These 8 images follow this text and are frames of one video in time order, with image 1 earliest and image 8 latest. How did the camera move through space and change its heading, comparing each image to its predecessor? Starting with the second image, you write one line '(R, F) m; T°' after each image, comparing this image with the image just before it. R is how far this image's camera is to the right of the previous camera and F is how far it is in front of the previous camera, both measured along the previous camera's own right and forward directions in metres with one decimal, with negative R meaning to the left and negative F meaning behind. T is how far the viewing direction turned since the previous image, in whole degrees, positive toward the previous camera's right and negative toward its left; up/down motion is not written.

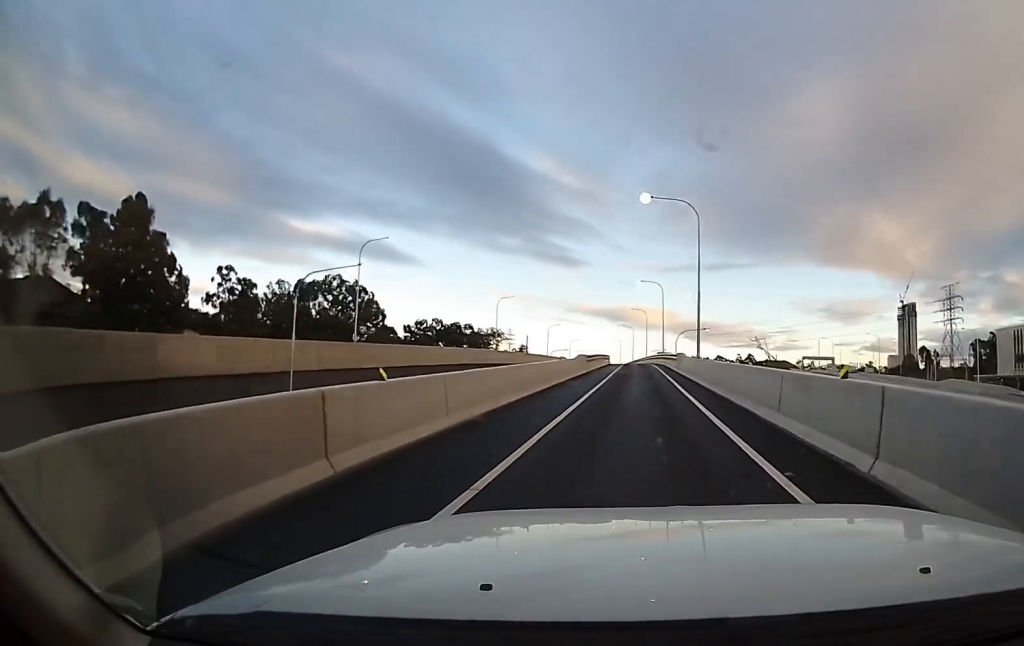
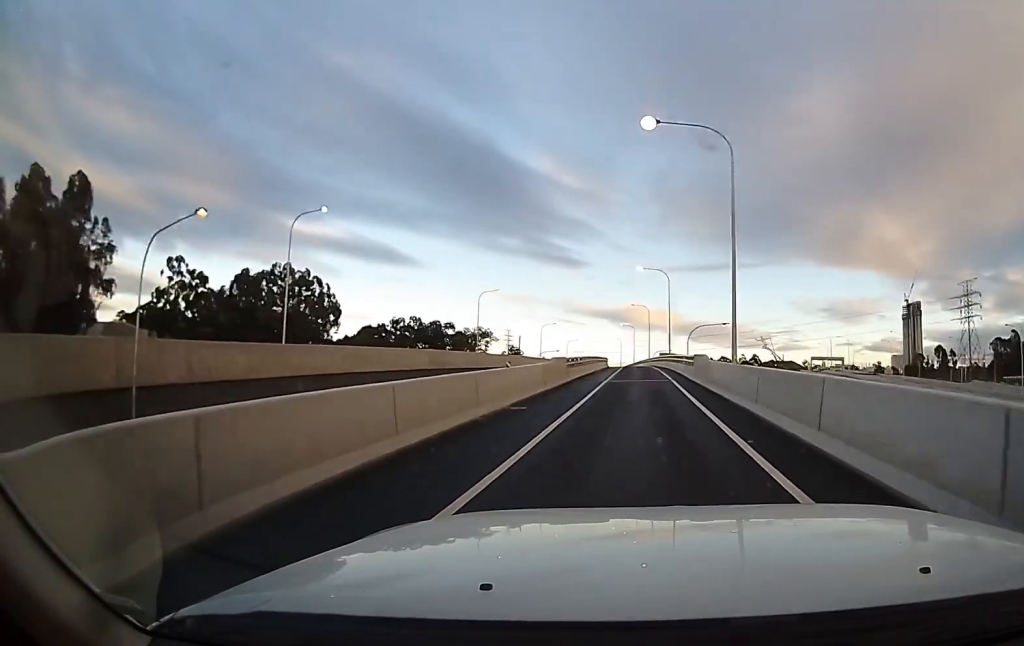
(0.0, +11.2) m; 0°
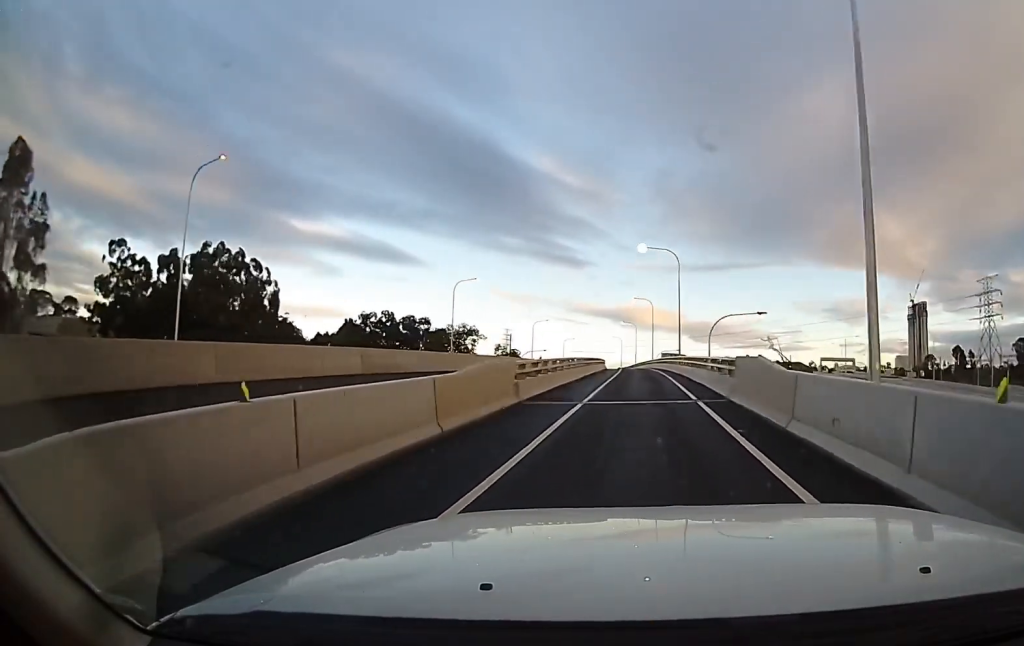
(+0.1, +11.7) m; -1°
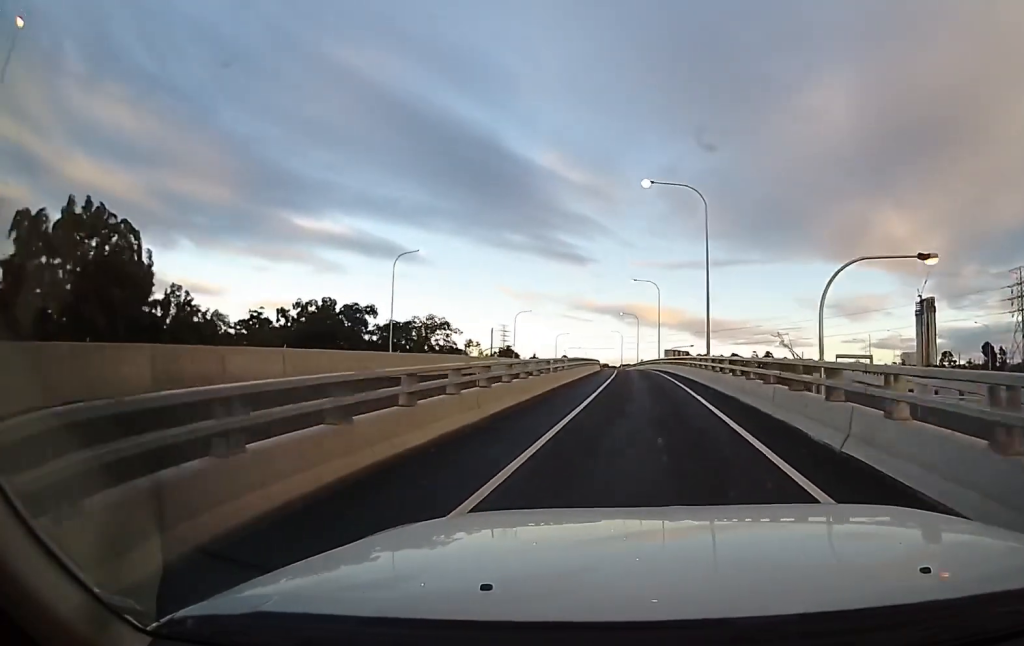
(-0.4, +17.5) m; -1°
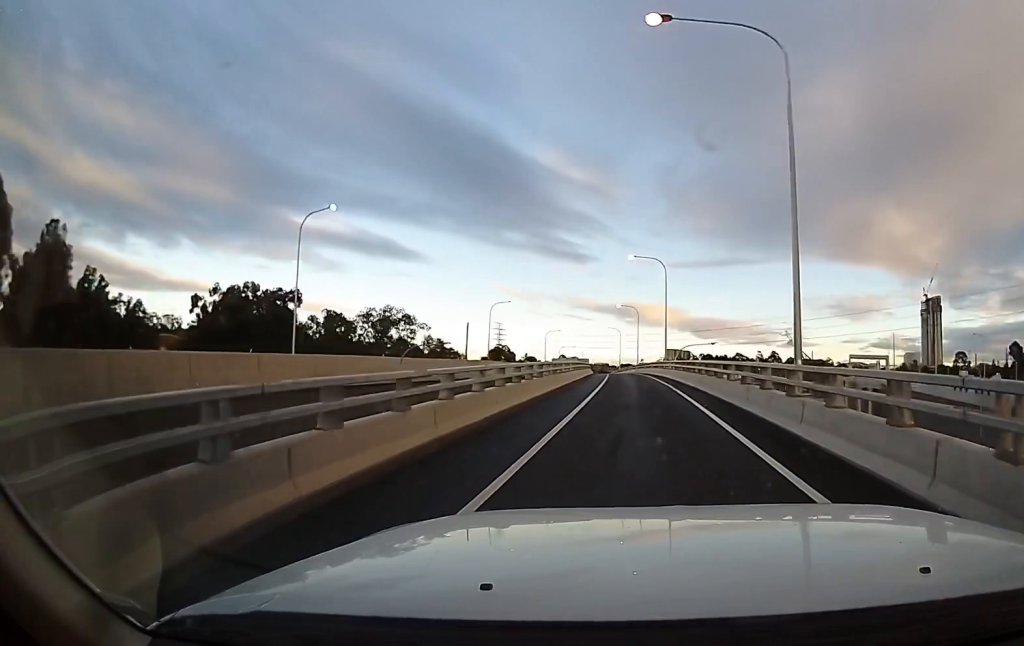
(+0.1, +15.3) m; 0°
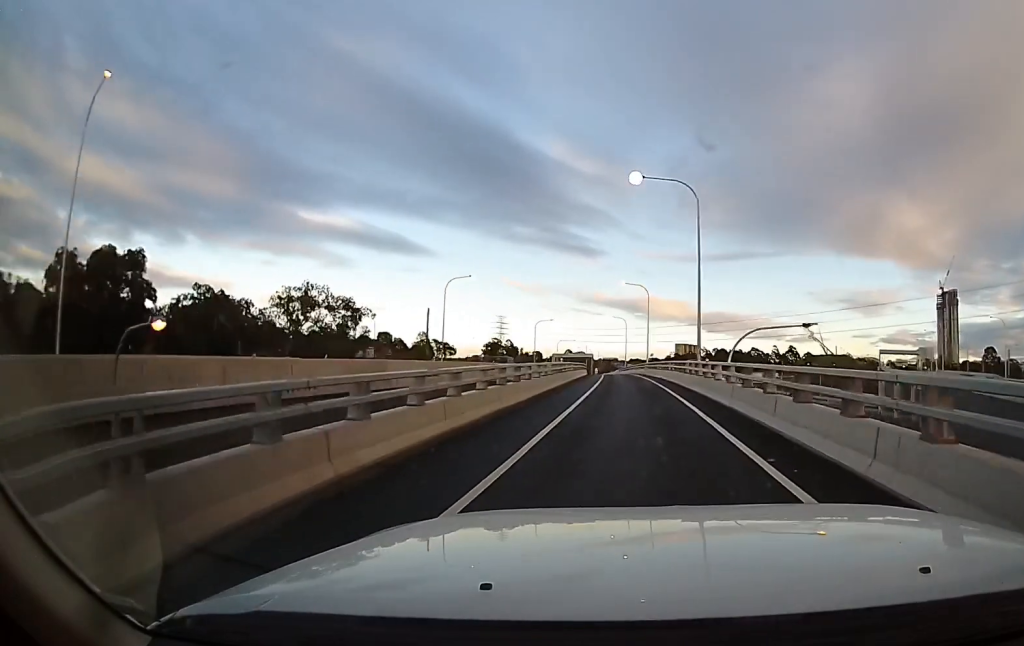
(0.0, +20.5) m; 0°
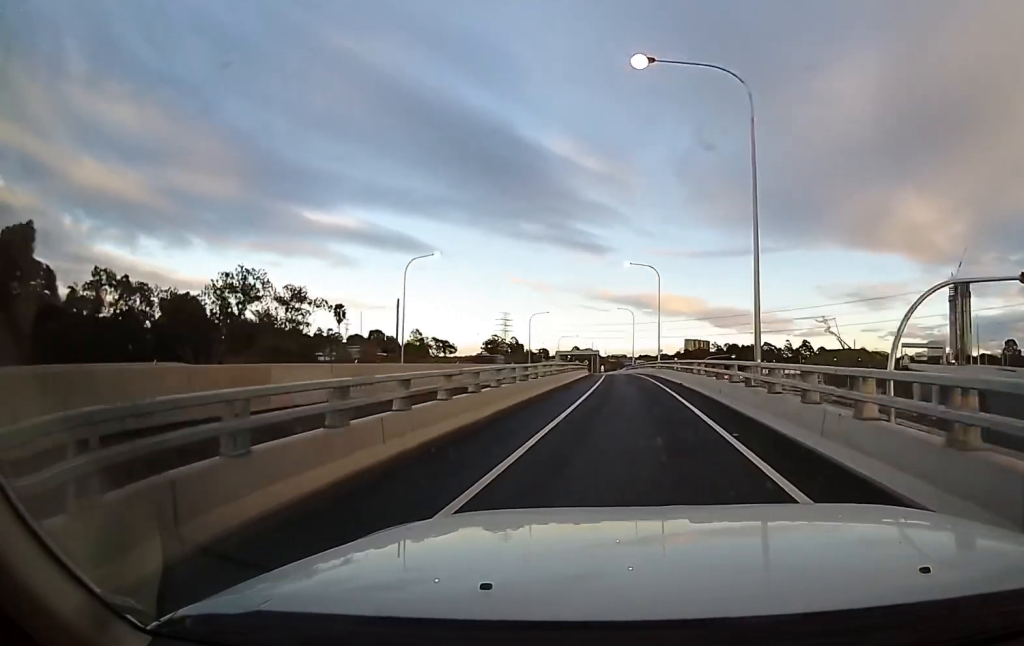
(0.0, +11.2) m; 0°
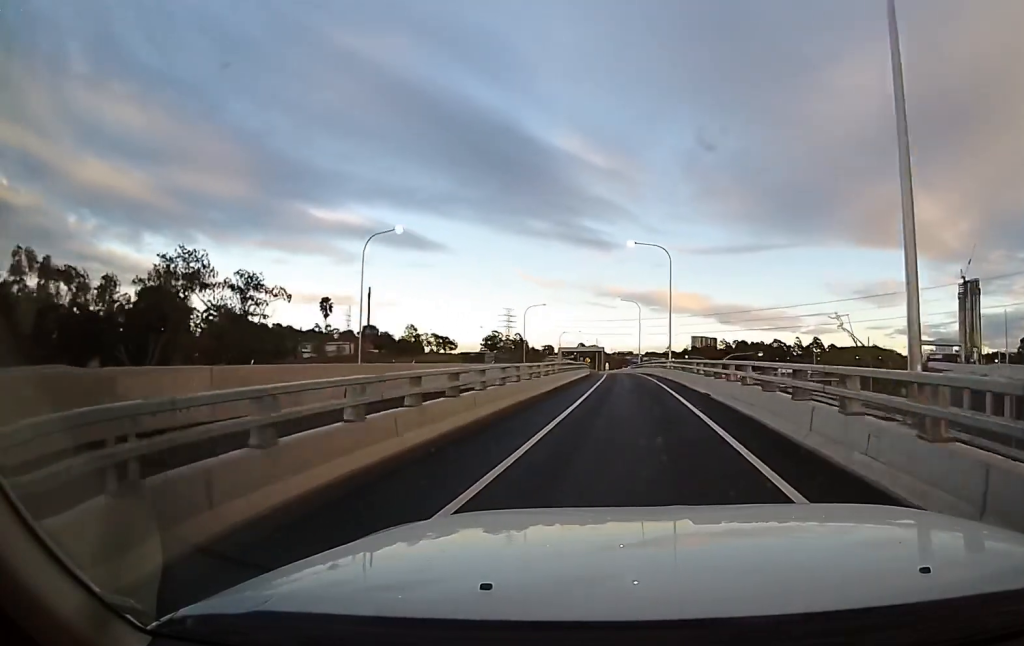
(0.0, +7.9) m; -1°
